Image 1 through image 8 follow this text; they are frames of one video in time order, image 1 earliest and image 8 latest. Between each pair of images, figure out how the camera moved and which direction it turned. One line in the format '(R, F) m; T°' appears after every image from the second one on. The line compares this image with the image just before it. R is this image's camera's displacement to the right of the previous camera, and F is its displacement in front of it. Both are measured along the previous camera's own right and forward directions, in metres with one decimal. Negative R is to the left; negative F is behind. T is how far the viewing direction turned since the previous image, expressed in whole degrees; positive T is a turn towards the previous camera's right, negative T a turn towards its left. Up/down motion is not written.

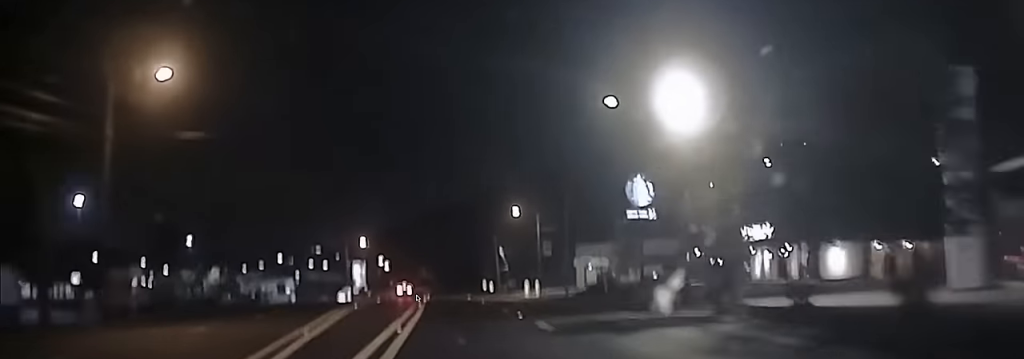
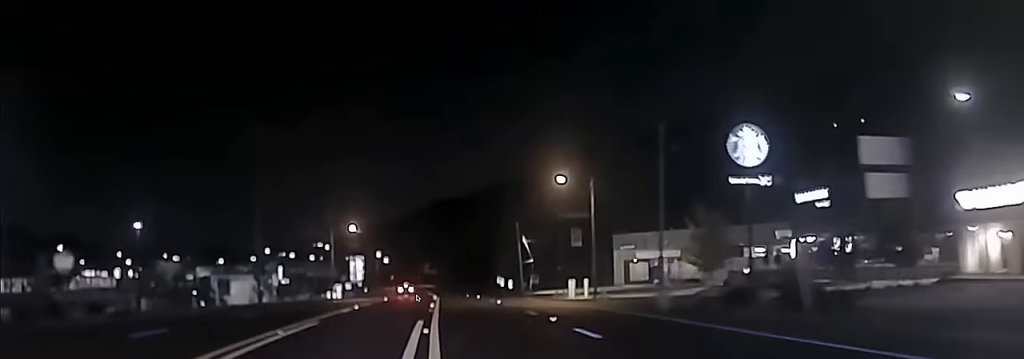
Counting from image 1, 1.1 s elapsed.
(-0.2, +24.2) m; -1°
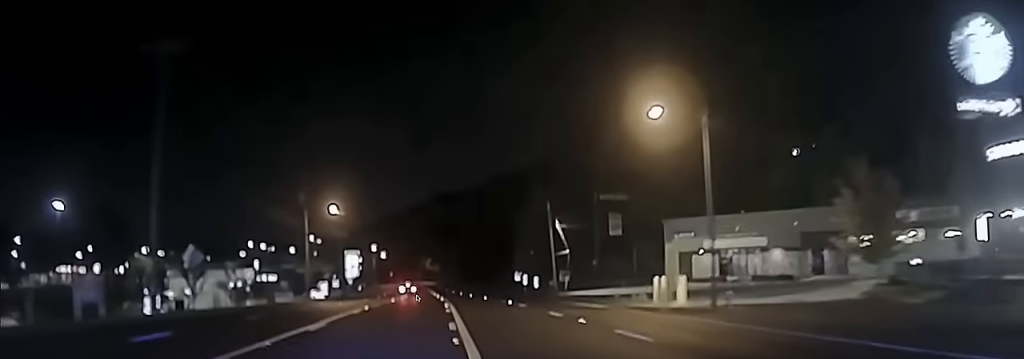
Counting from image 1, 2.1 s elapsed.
(0.0, +23.7) m; 0°
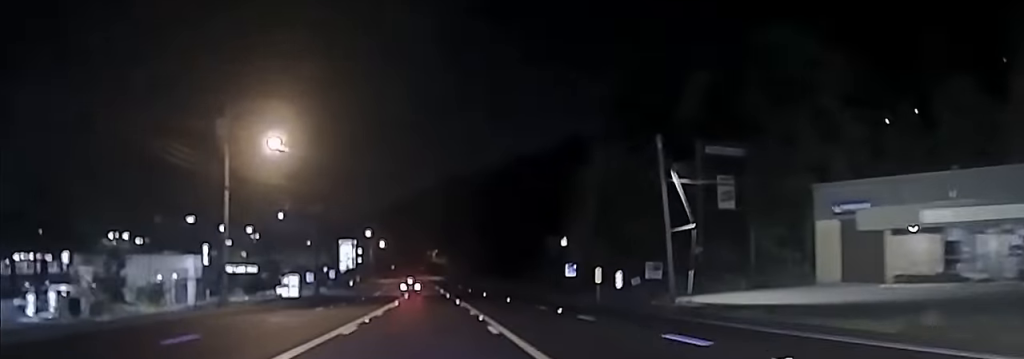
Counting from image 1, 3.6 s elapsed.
(-0.1, +37.5) m; -1°
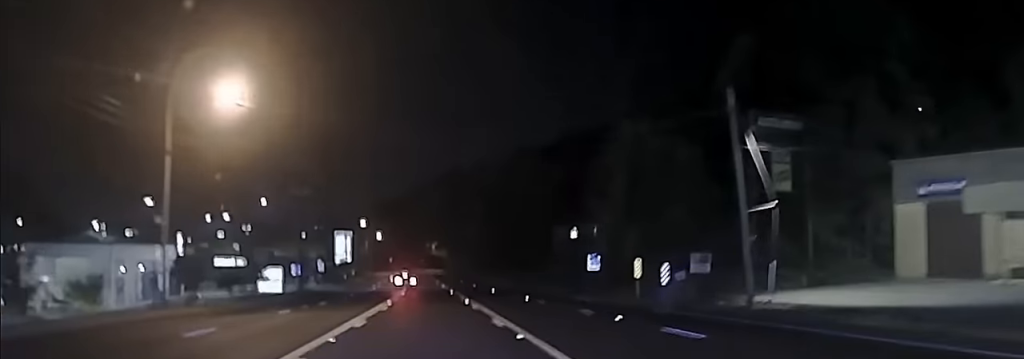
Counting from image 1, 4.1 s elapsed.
(-0.1, +11.4) m; 0°
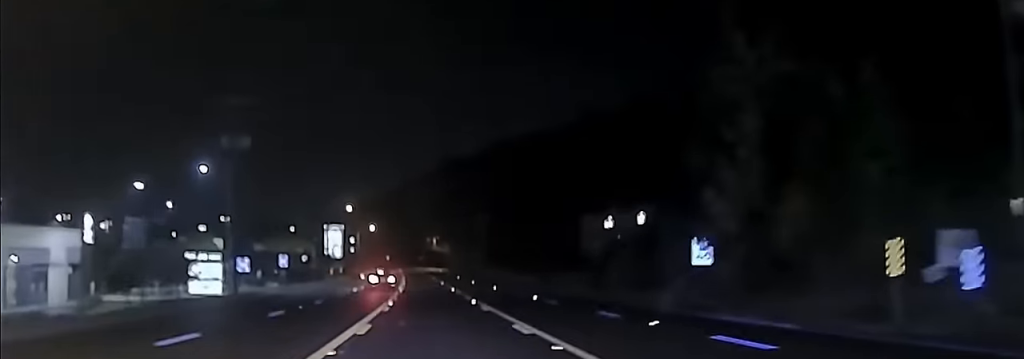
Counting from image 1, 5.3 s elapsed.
(+0.2, +29.6) m; 0°
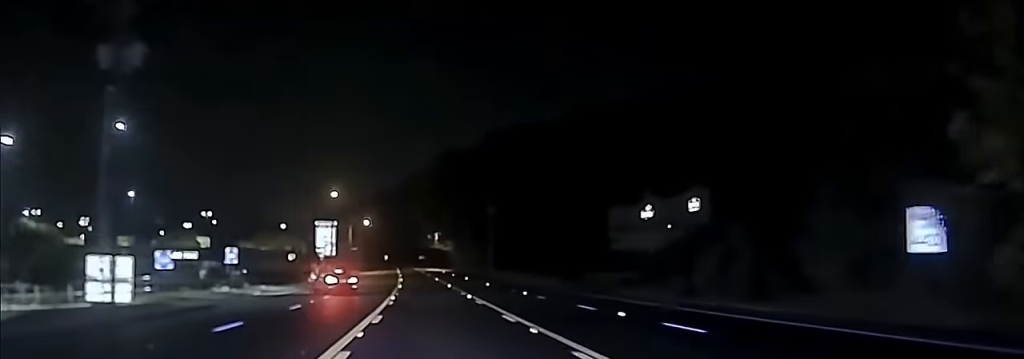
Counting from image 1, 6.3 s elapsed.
(-0.1, +17.0) m; -2°
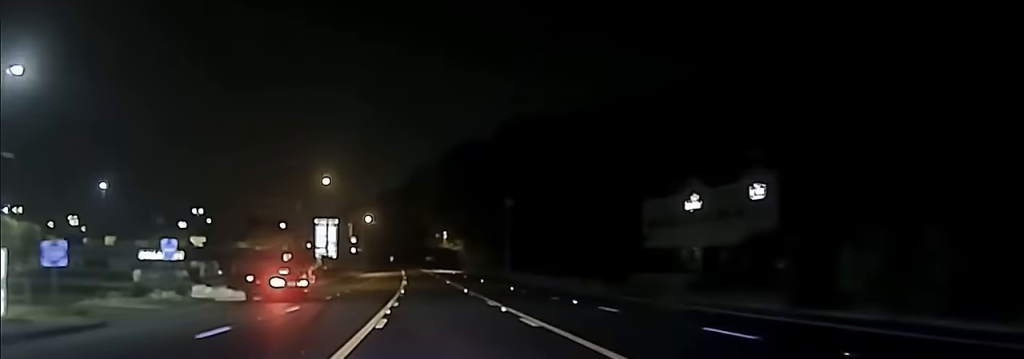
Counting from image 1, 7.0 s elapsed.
(-0.3, +11.6) m; -2°
